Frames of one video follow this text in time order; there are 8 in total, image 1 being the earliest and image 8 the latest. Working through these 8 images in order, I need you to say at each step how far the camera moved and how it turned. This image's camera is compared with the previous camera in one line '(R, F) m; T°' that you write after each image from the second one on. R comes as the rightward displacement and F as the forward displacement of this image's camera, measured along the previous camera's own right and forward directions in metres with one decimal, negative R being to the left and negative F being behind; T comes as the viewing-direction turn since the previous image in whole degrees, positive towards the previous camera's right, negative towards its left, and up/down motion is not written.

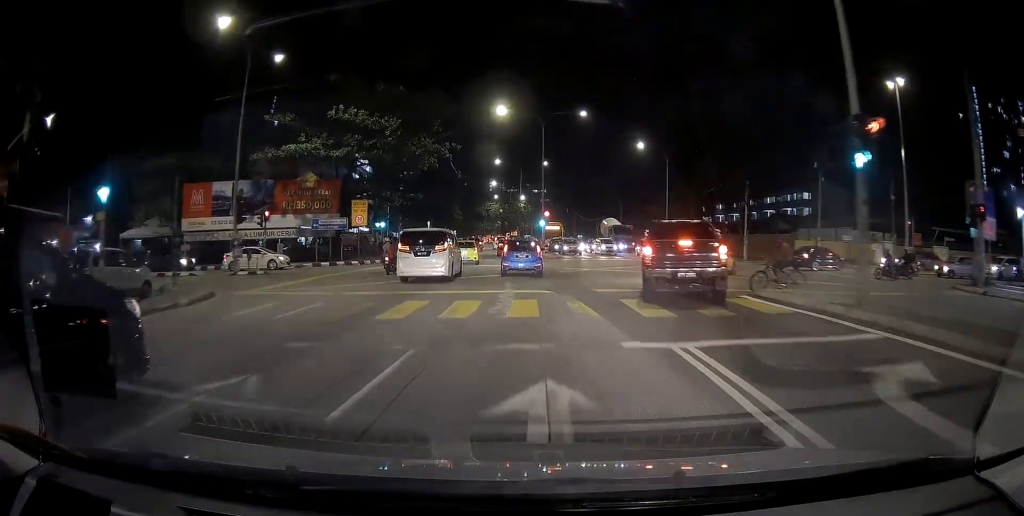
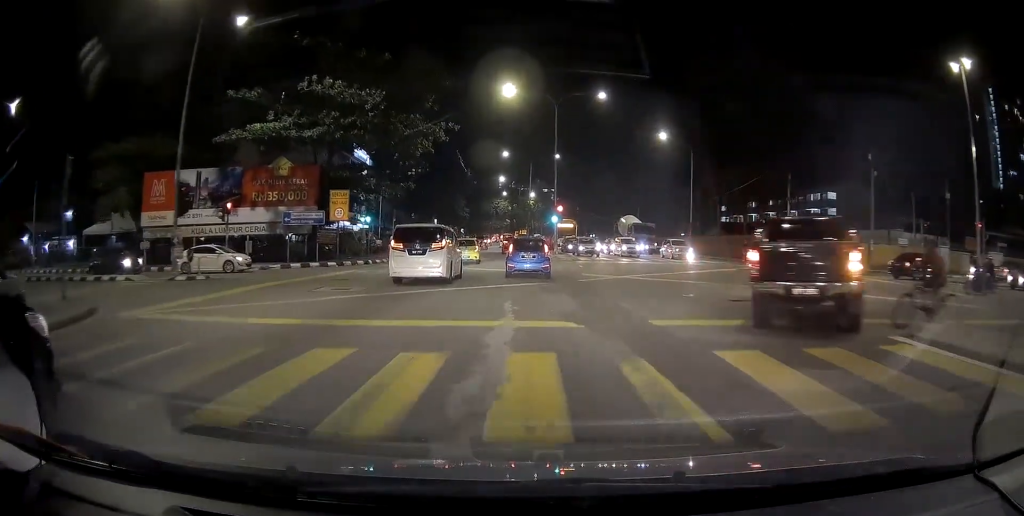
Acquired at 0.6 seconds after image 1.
(0.0, +6.5) m; 0°
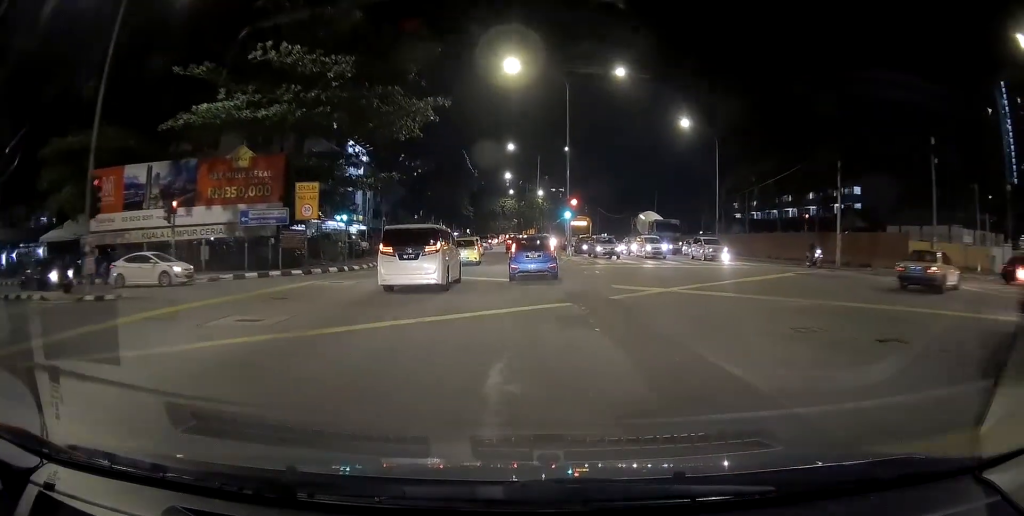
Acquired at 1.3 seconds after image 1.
(0.0, +6.5) m; 0°
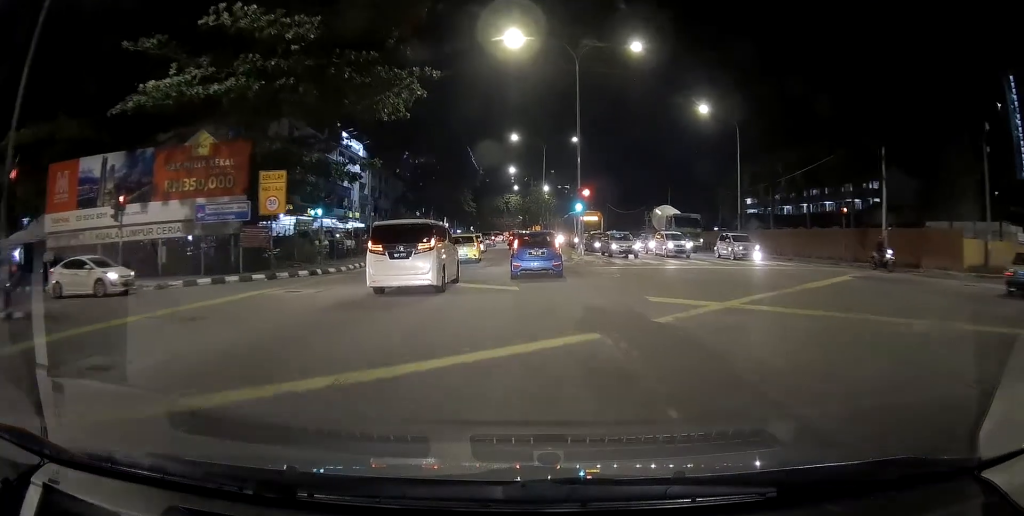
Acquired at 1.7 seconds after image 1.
(0.0, +4.7) m; 0°
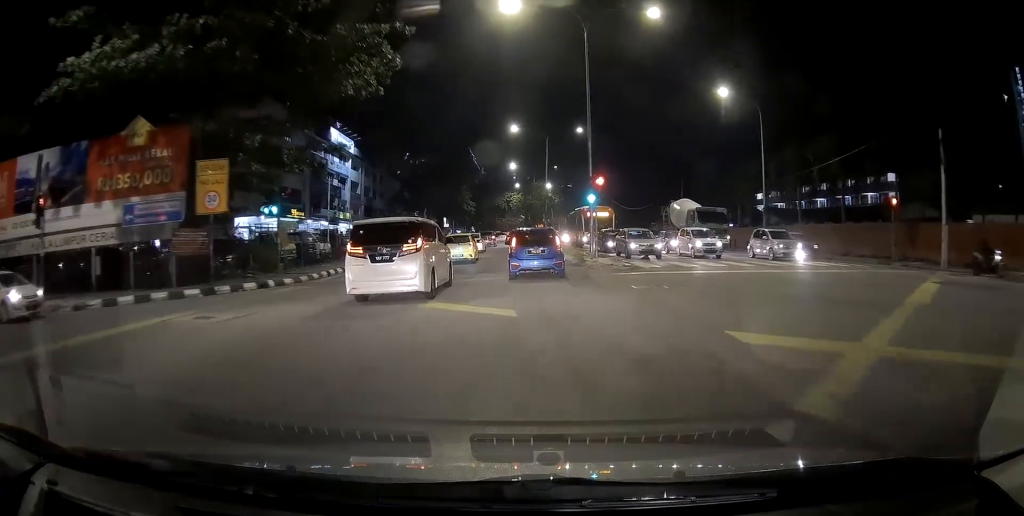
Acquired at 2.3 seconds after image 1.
(0.0, +5.3) m; 0°
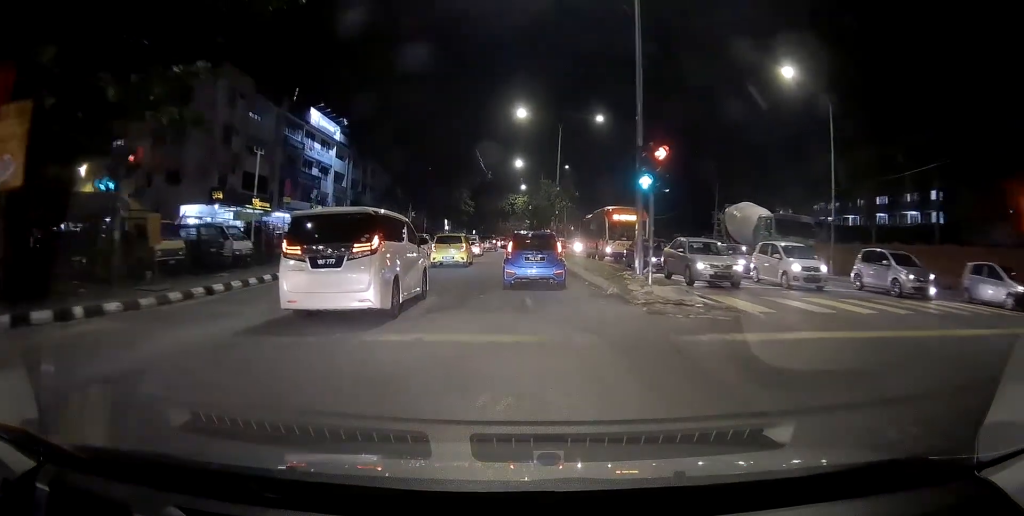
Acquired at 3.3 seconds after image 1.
(0.0, +10.4) m; 0°
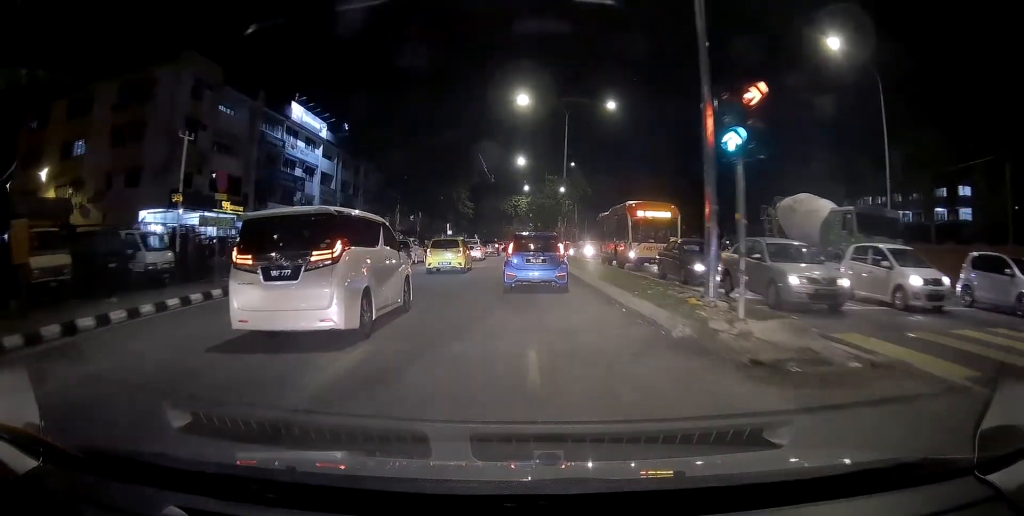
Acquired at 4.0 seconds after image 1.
(0.0, +6.3) m; 0°
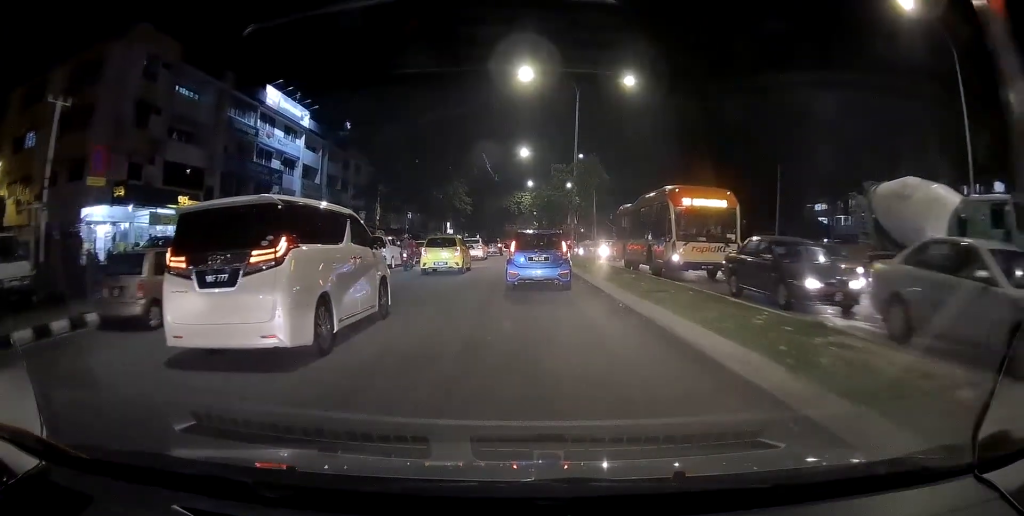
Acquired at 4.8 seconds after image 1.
(0.0, +7.3) m; -5°
